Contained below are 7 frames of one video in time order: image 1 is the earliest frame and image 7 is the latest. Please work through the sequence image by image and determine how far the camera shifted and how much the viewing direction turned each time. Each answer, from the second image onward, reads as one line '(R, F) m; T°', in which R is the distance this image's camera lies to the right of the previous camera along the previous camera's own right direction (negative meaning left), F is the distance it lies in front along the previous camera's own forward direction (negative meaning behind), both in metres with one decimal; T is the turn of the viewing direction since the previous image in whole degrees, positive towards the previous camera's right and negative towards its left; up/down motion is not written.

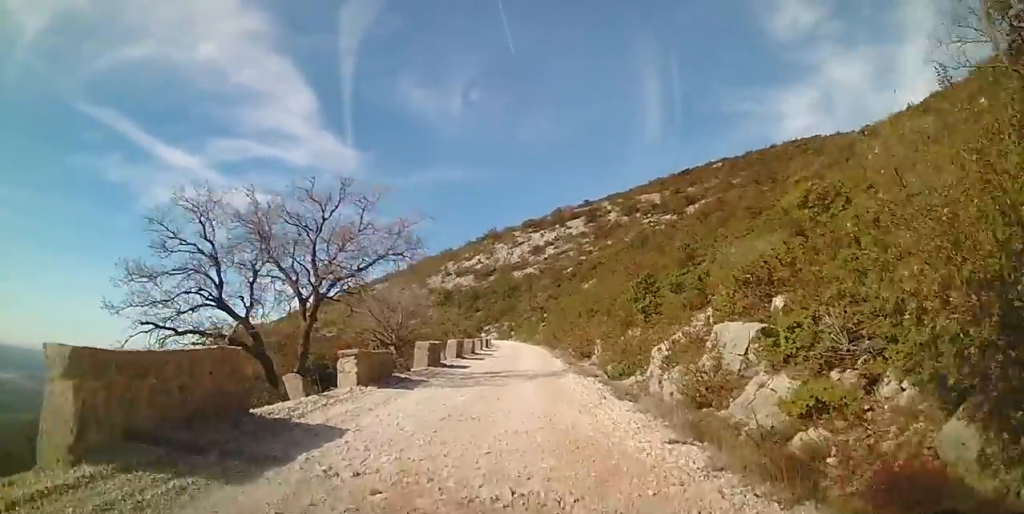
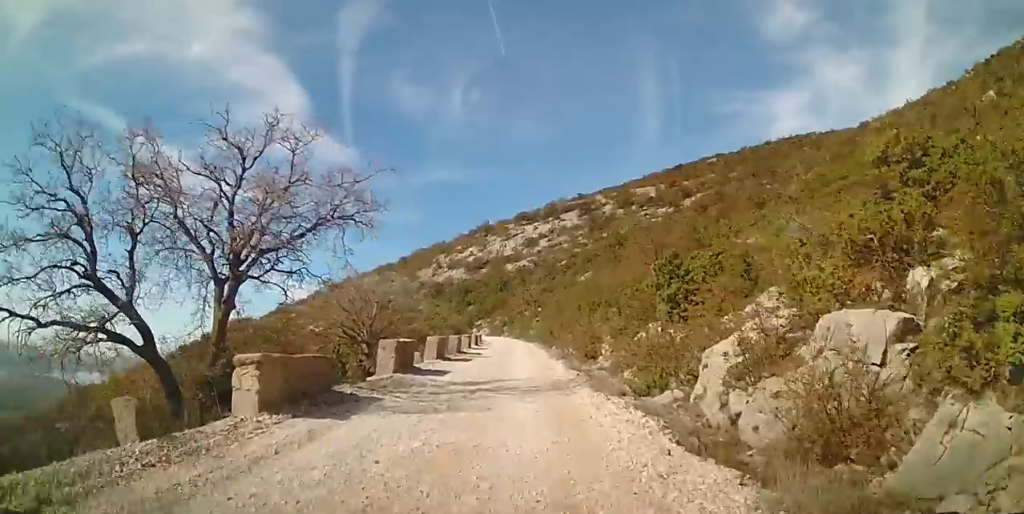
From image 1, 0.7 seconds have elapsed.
(-0.3, +4.3) m; -3°
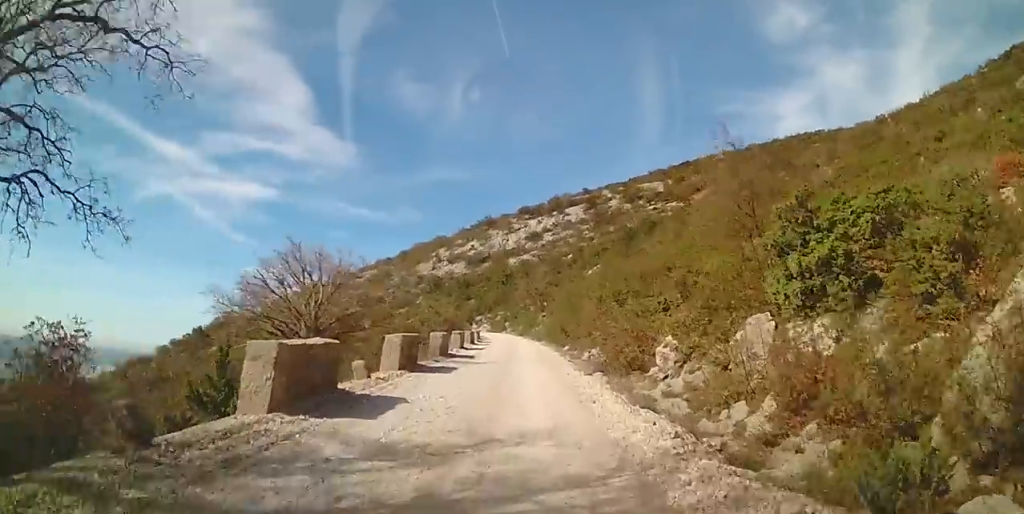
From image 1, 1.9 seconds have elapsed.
(+0.1, +8.0) m; +4°
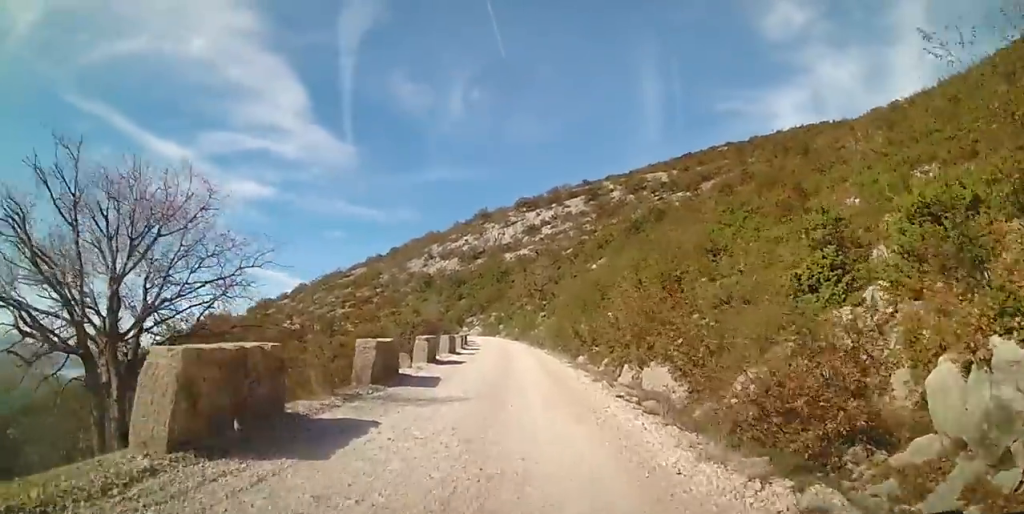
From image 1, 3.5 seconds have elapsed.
(0.0, +10.0) m; -4°
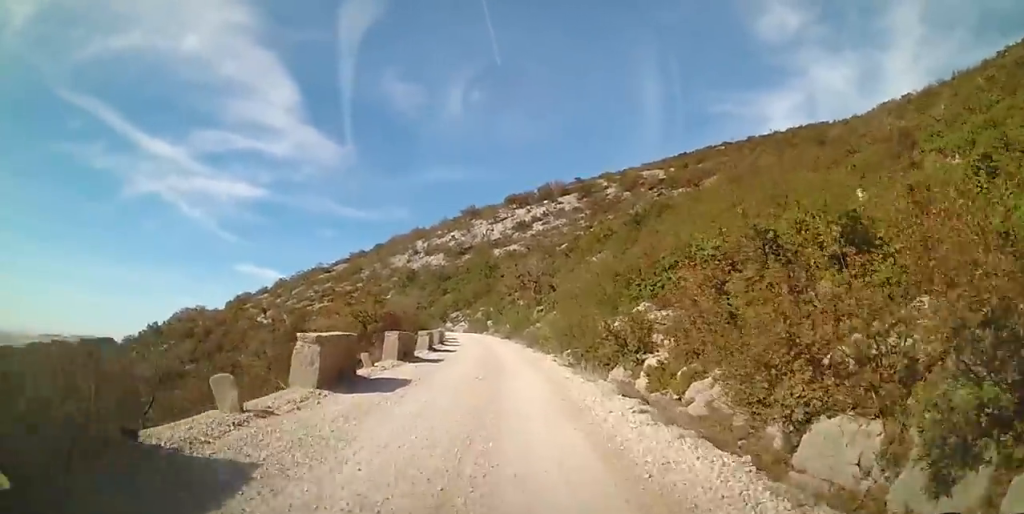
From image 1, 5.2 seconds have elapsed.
(+0.3, +10.5) m; +4°
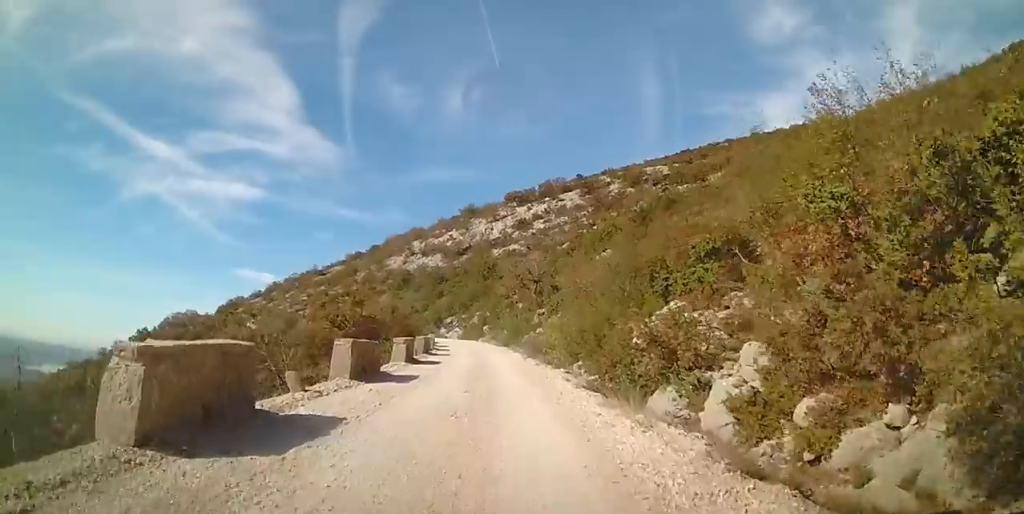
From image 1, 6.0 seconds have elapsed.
(+0.1, +4.8) m; -1°
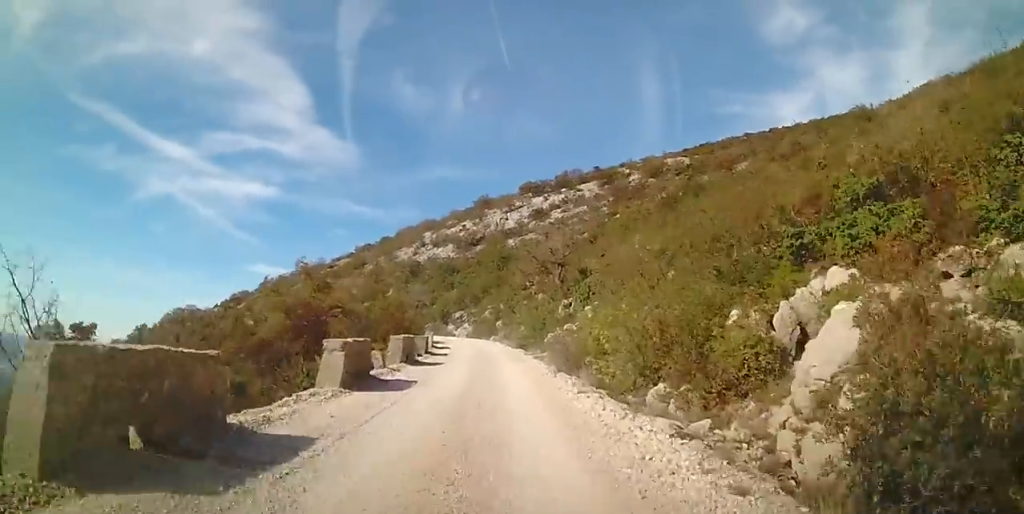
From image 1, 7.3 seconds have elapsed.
(-0.6, +9.4) m; -1°
